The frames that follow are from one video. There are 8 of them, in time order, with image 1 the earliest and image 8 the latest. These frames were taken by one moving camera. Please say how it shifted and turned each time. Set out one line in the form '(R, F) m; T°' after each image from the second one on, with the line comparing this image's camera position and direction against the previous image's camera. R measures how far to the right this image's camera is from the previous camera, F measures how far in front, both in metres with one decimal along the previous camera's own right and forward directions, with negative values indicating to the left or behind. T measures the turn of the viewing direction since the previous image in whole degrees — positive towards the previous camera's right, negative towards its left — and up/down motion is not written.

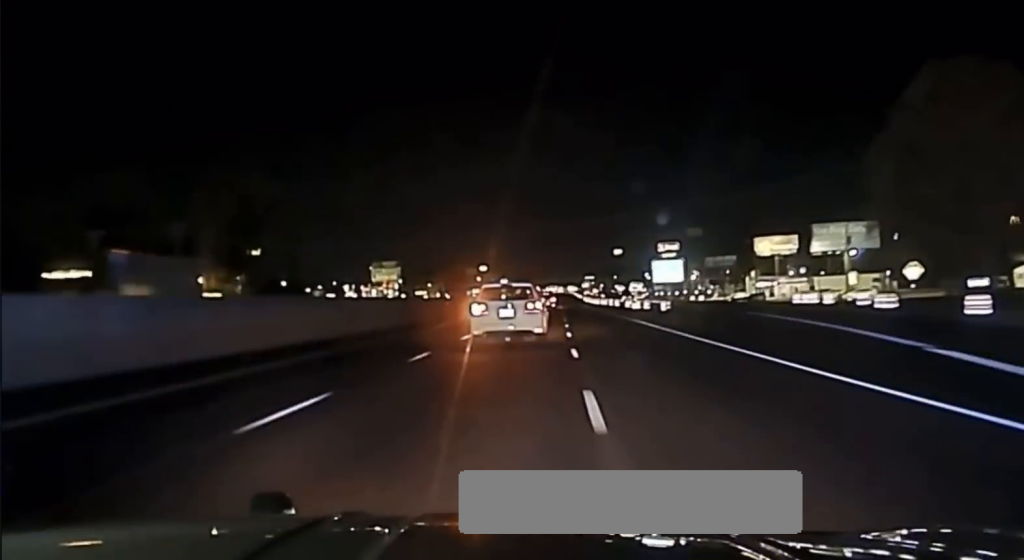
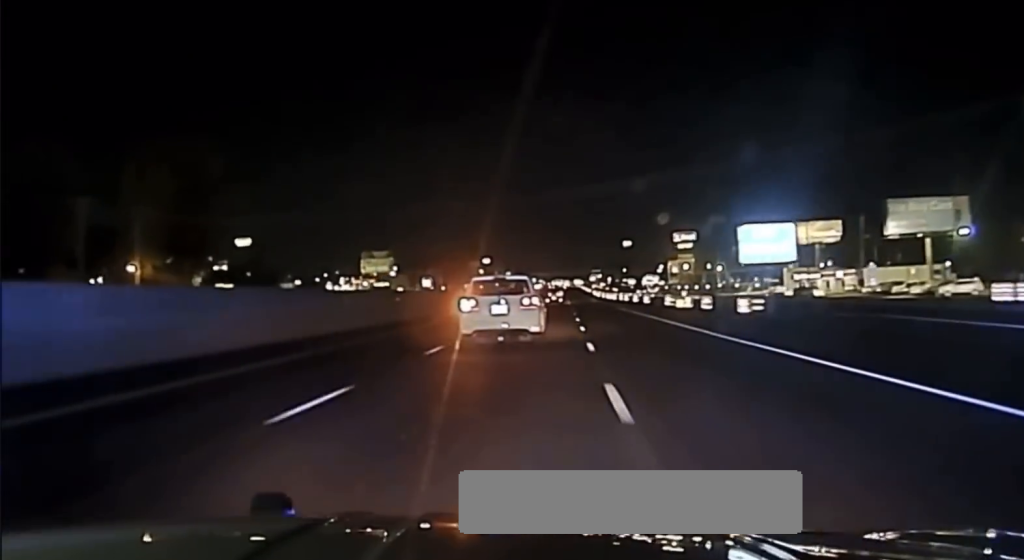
(-0.1, +35.7) m; 0°
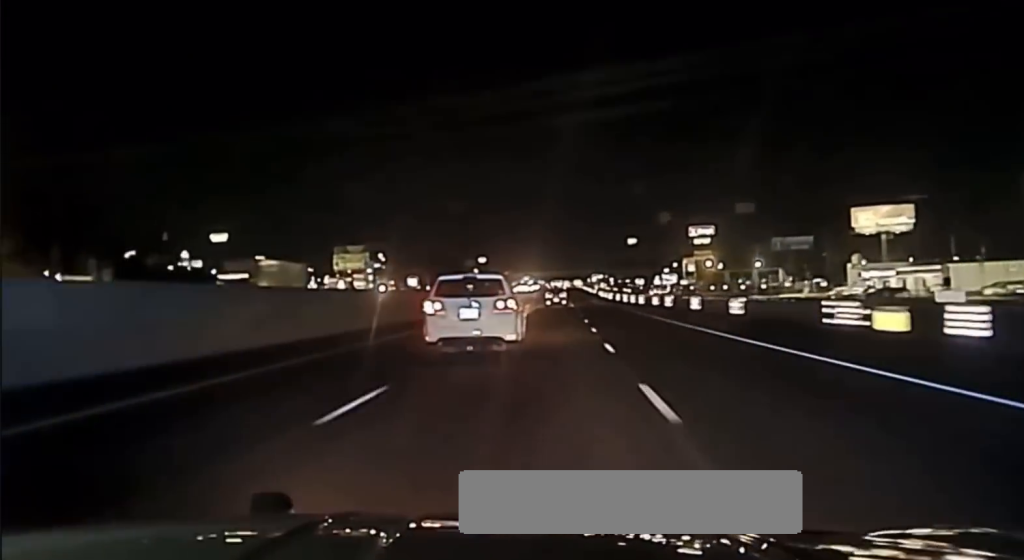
(+0.2, +48.3) m; 0°
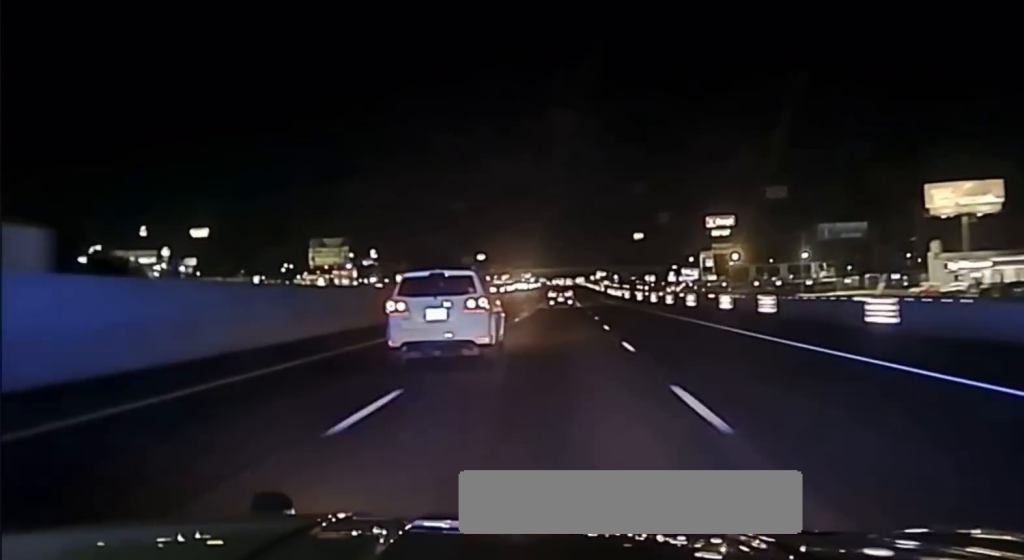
(0.0, +37.1) m; 0°
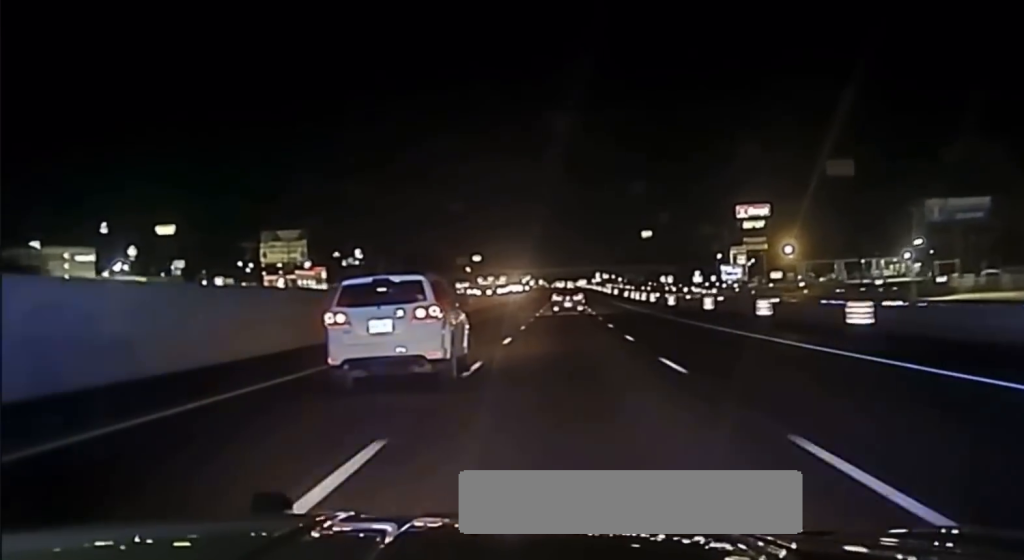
(-0.4, +52.2) m; -1°
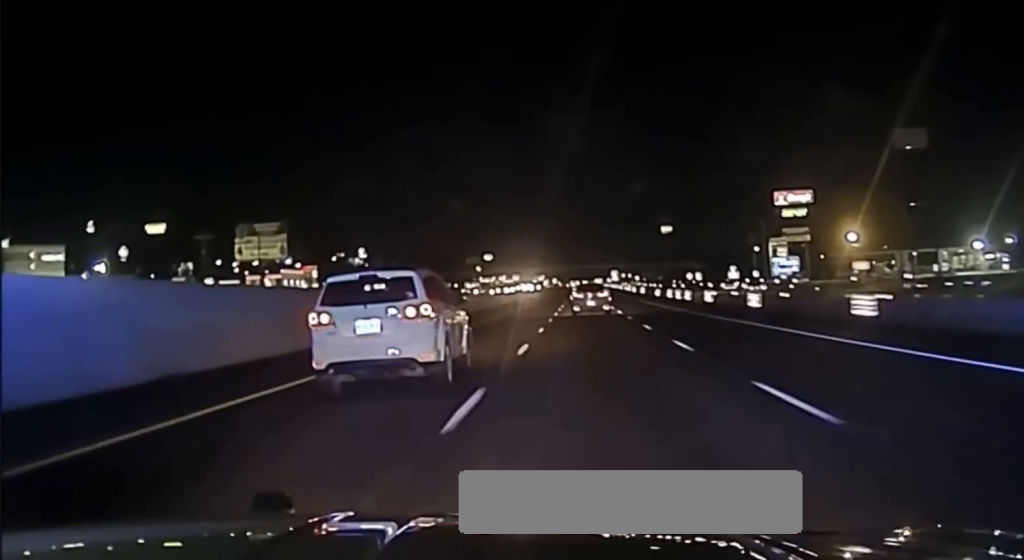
(-0.1, +31.4) m; 0°
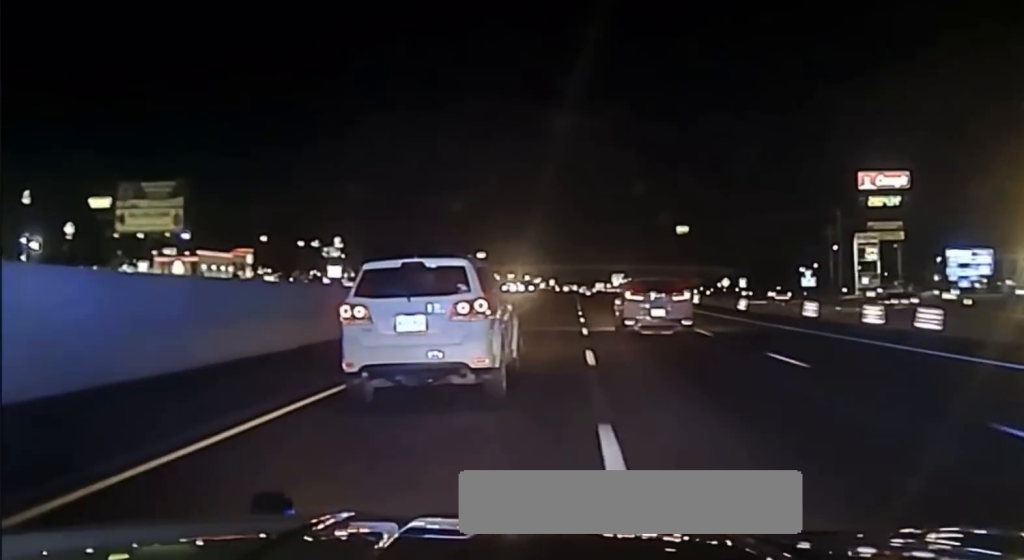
(+0.1, +64.3) m; +1°
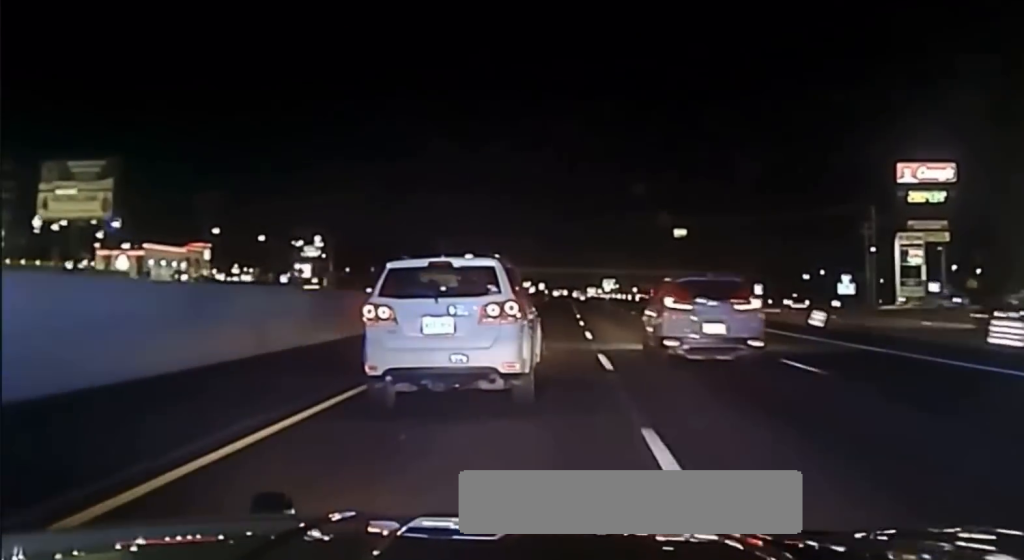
(+0.1, +24.2) m; 0°
